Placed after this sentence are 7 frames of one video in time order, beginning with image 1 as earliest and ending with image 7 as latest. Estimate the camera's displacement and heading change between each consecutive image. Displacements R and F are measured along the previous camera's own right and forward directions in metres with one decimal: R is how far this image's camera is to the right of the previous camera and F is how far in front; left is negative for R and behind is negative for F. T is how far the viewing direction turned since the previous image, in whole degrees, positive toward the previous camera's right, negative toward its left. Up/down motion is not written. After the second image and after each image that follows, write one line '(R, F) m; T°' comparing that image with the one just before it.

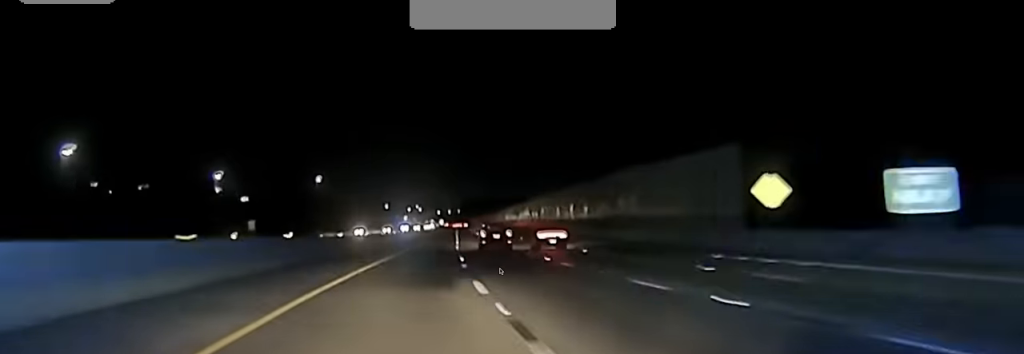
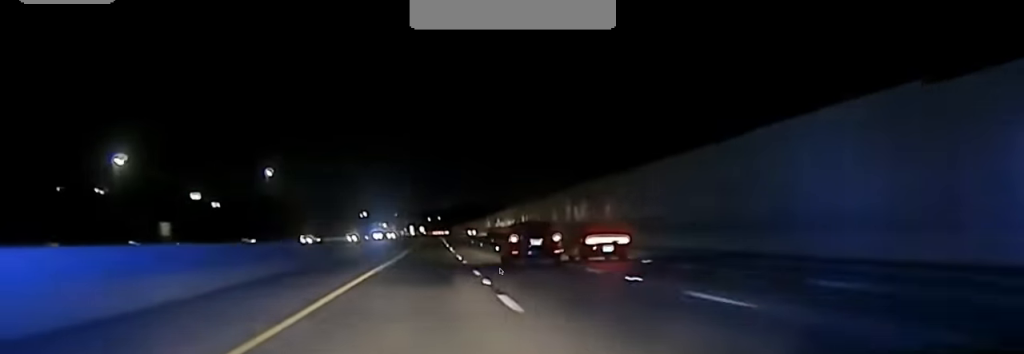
(+1.1, +43.2) m; +1°
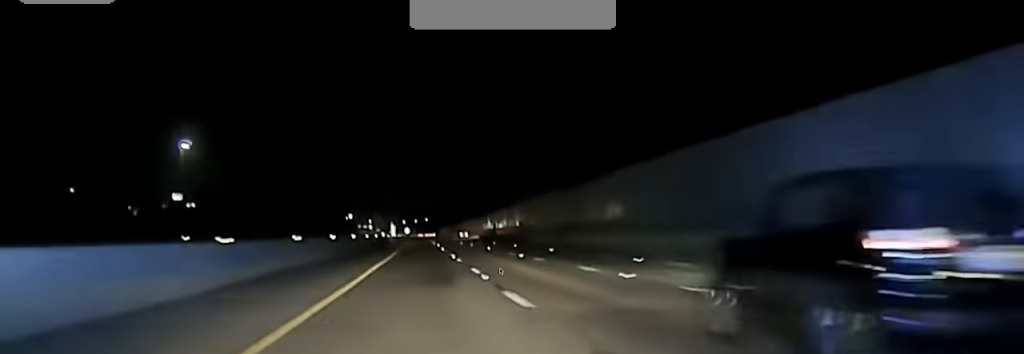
(+0.6, +53.5) m; +1°
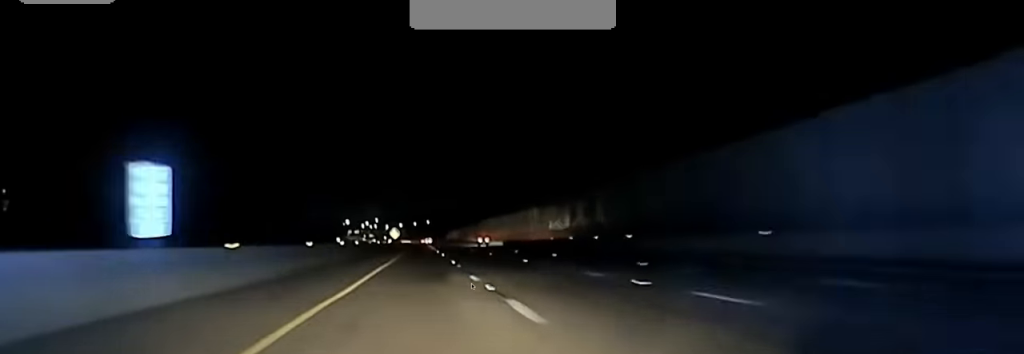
(0.0, +169.7) m; 0°
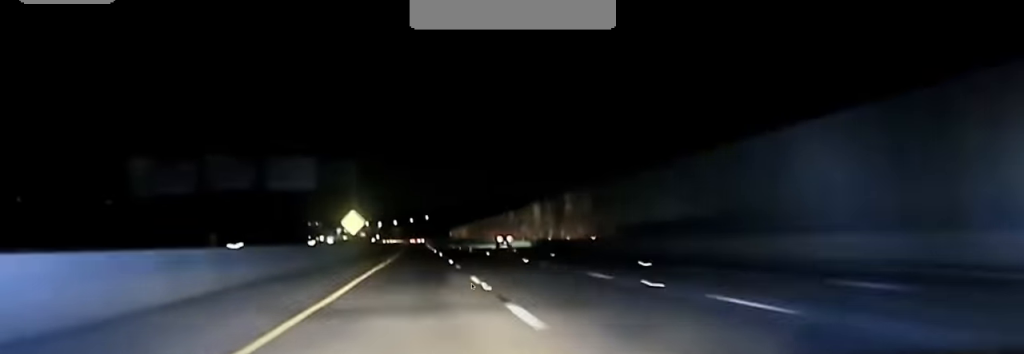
(-0.1, +71.6) m; 0°
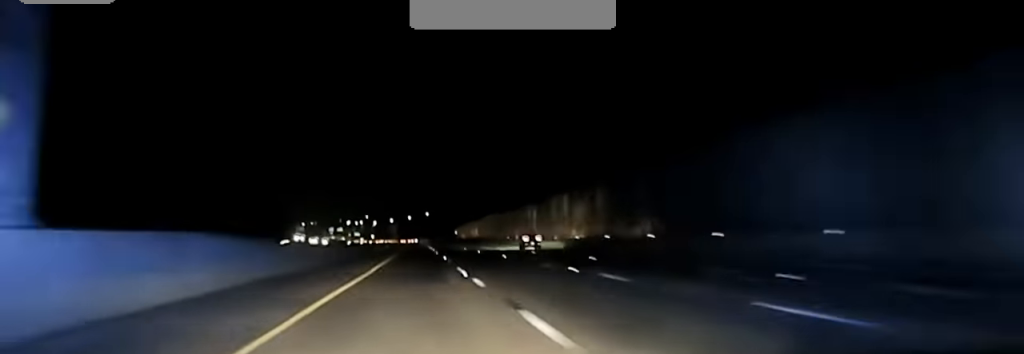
(+0.4, +58.1) m; 0°
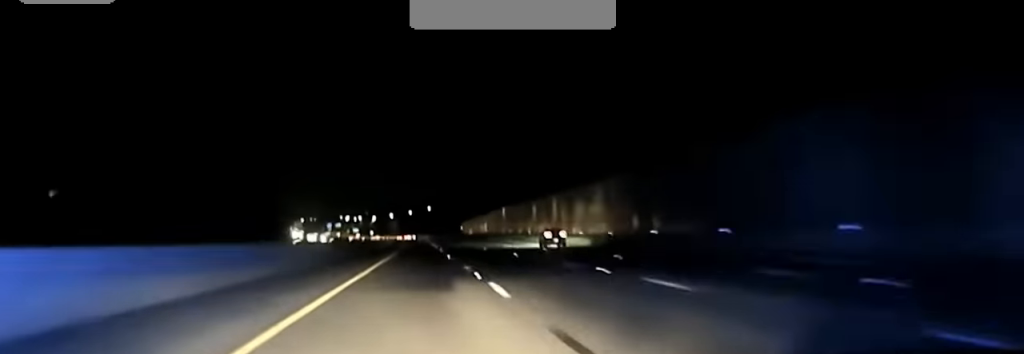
(-0.1, +31.5) m; 0°
